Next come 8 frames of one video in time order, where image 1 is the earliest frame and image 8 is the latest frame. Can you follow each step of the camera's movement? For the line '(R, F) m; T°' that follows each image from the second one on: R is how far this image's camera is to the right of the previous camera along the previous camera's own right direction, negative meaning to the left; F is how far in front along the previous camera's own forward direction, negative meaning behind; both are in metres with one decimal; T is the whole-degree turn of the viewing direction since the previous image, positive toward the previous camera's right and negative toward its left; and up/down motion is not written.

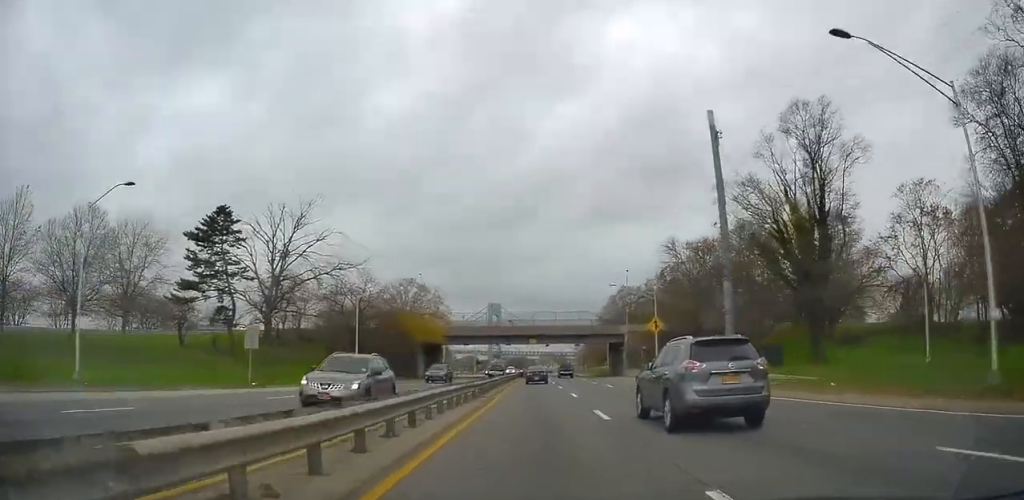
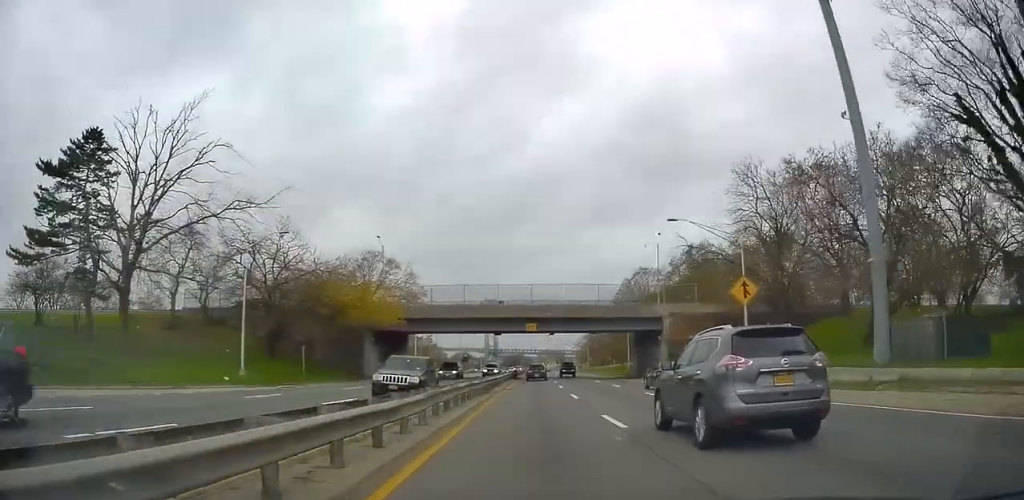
(-0.5, +24.2) m; 0°
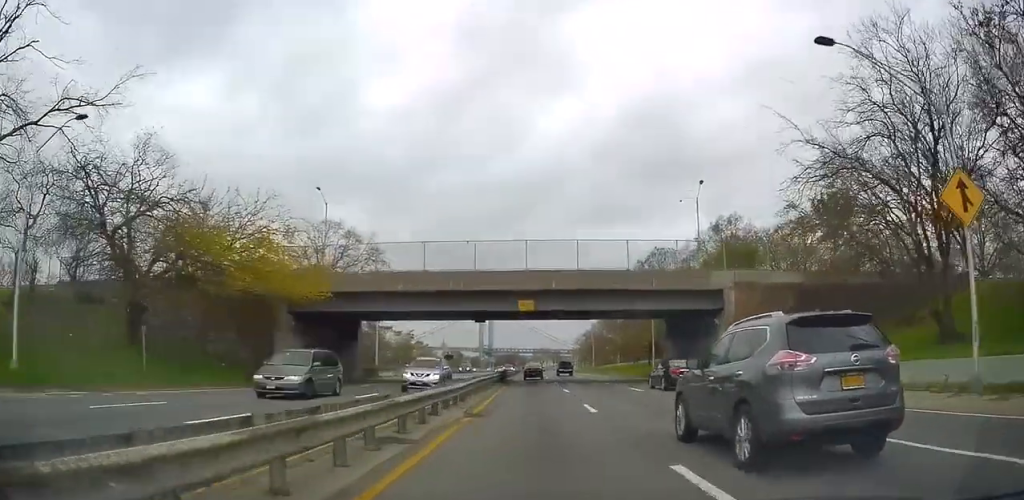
(+0.4, +18.8) m; 0°
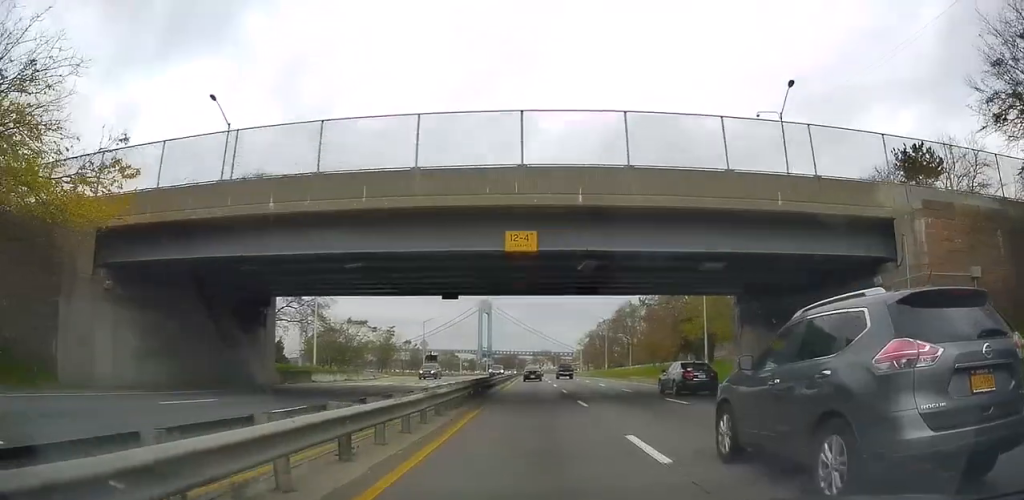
(-0.2, +18.9) m; 0°
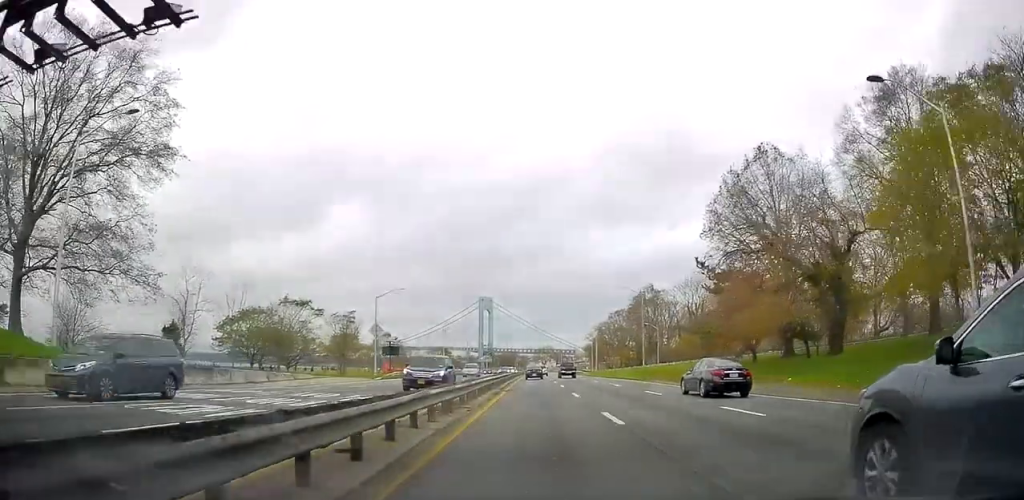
(+0.2, +28.3) m; +2°
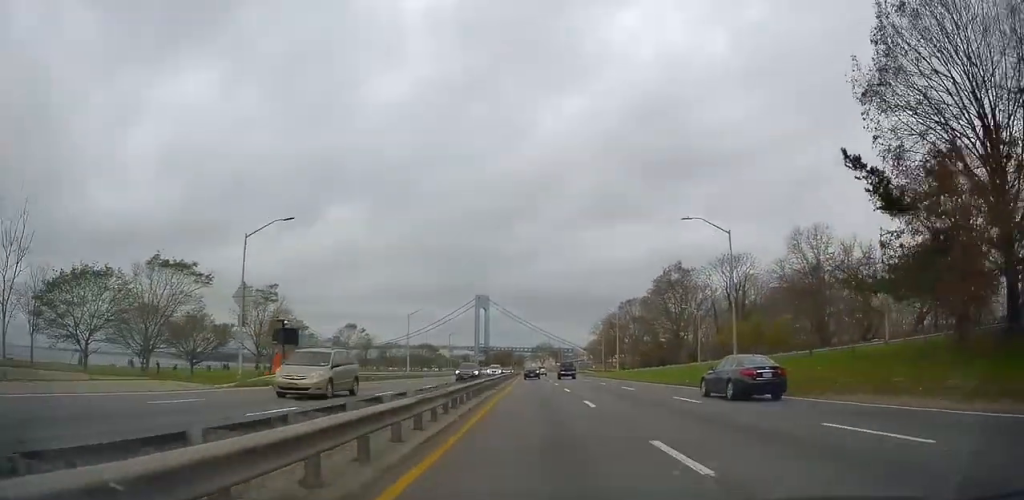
(+0.5, +28.3) m; +1°
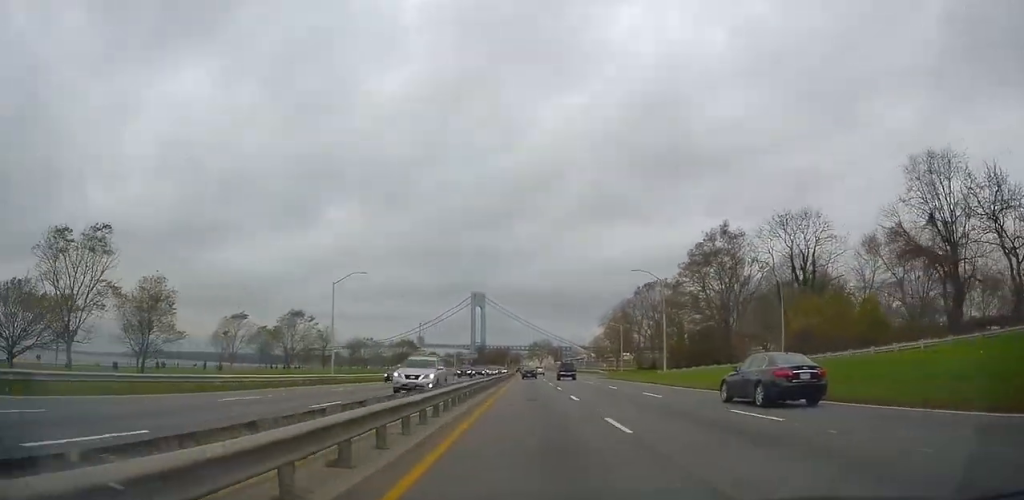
(-0.1, +28.9) m; -1°
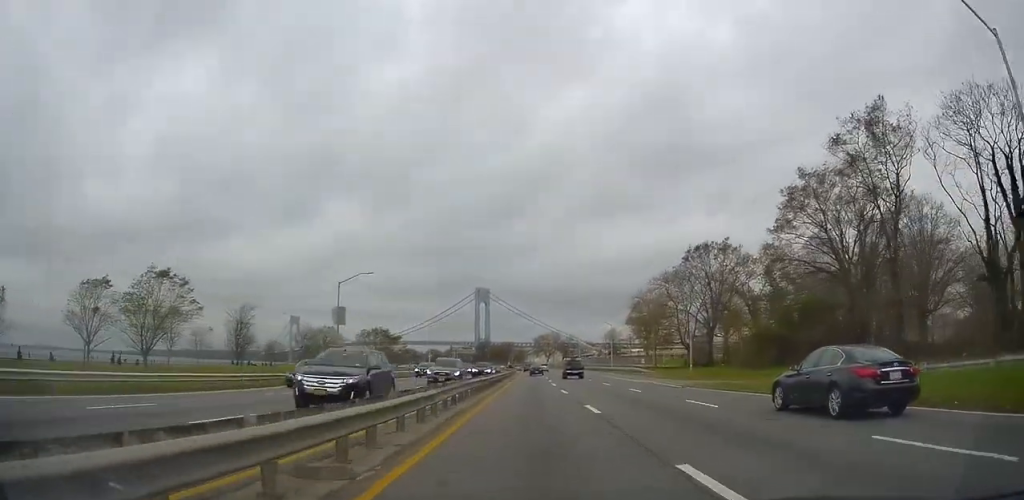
(-0.5, +39.8) m; -1°
